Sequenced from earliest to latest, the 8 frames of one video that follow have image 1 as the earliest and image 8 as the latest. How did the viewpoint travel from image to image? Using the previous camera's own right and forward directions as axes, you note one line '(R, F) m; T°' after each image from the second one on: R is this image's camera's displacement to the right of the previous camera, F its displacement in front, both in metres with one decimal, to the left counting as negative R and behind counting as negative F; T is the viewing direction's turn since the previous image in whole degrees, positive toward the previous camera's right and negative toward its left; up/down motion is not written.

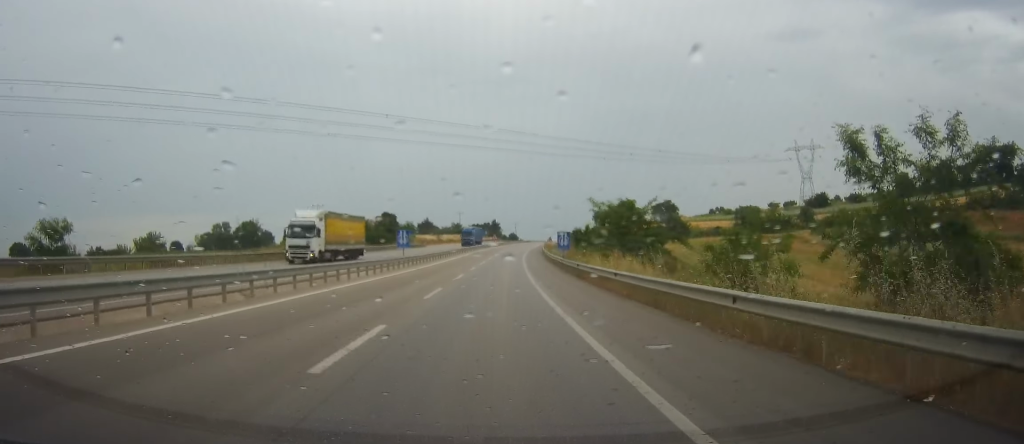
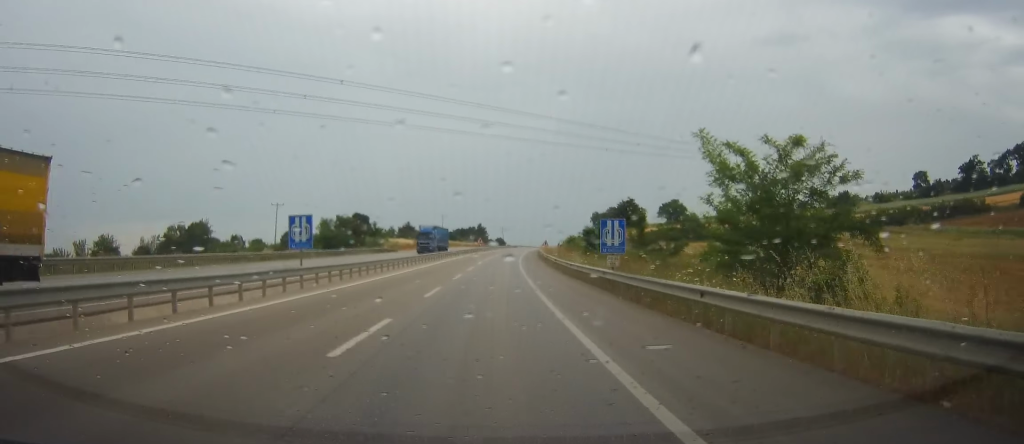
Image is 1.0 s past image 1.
(+0.5, +23.8) m; +3°
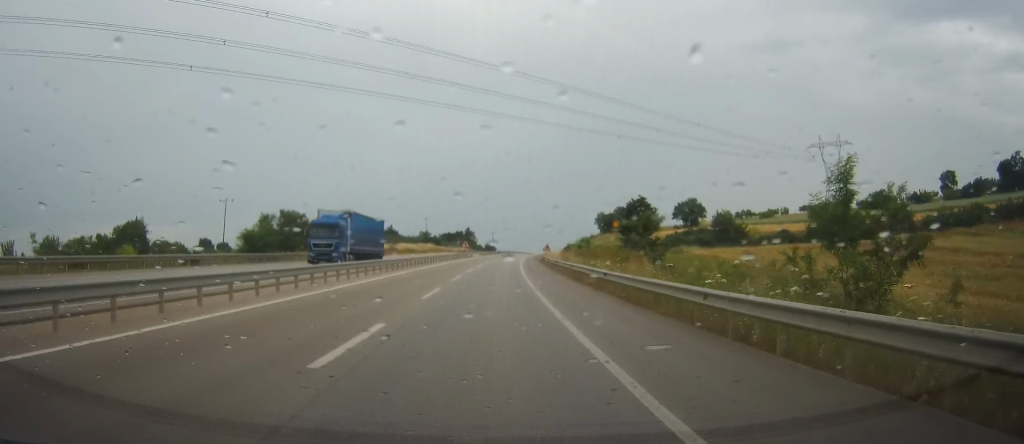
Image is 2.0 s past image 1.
(+0.8, +25.0) m; +1°
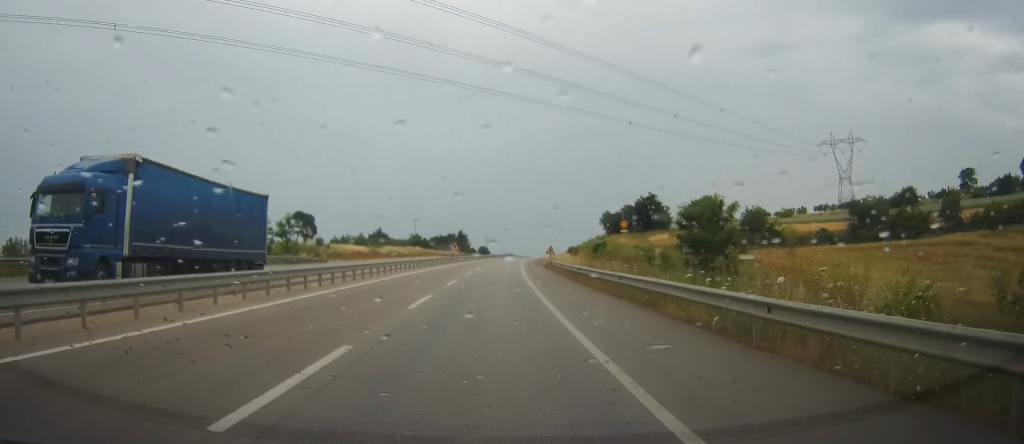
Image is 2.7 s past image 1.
(-0.3, +16.4) m; 0°
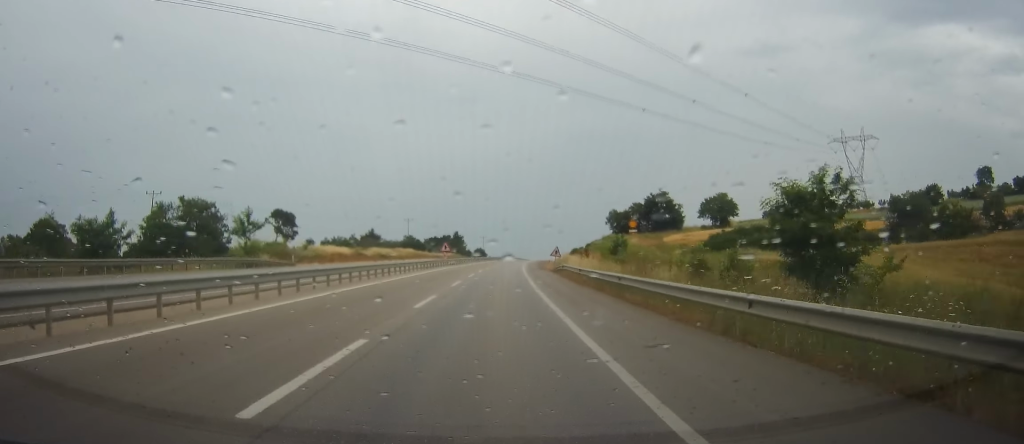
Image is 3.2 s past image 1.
(-0.5, +11.3) m; 0°
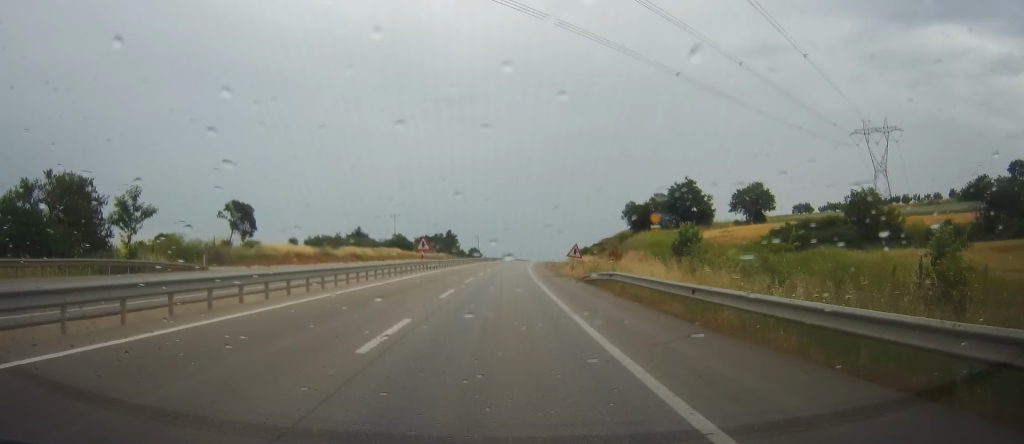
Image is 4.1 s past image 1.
(+1.0, +20.8) m; +1°
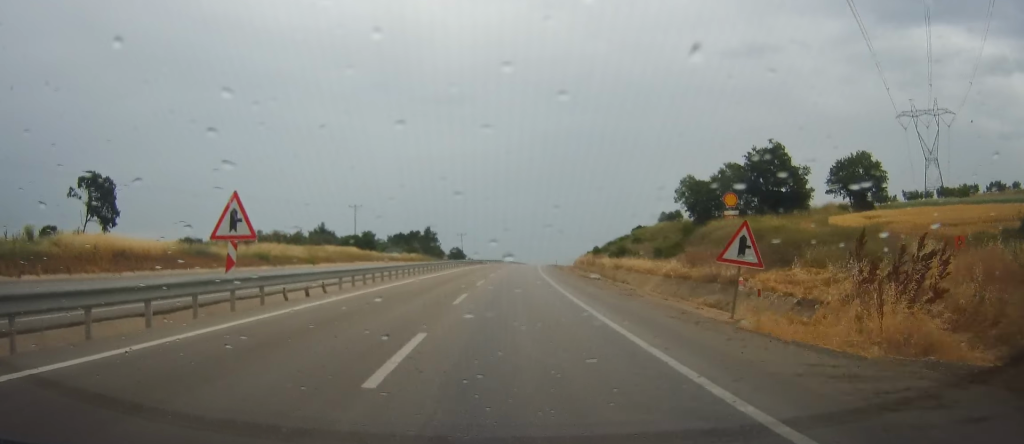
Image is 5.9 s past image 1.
(+0.6, +40.2) m; +3°
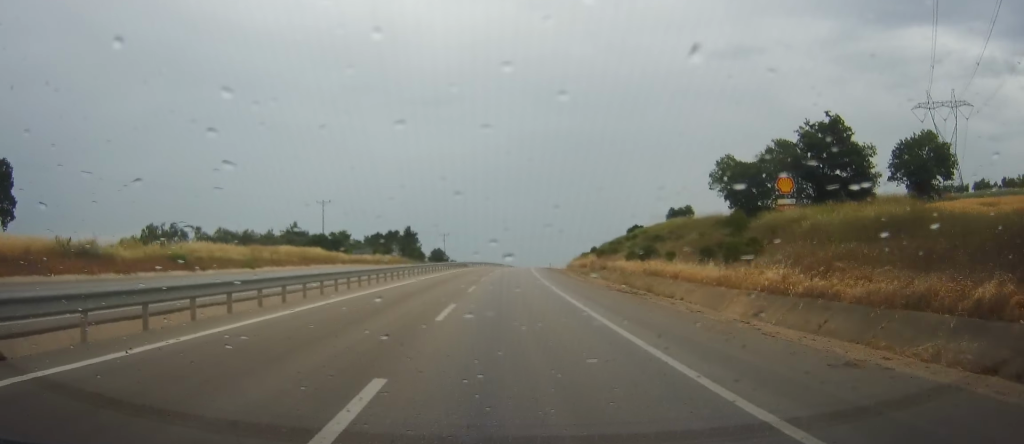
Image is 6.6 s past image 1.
(+0.3, +16.5) m; +1°
